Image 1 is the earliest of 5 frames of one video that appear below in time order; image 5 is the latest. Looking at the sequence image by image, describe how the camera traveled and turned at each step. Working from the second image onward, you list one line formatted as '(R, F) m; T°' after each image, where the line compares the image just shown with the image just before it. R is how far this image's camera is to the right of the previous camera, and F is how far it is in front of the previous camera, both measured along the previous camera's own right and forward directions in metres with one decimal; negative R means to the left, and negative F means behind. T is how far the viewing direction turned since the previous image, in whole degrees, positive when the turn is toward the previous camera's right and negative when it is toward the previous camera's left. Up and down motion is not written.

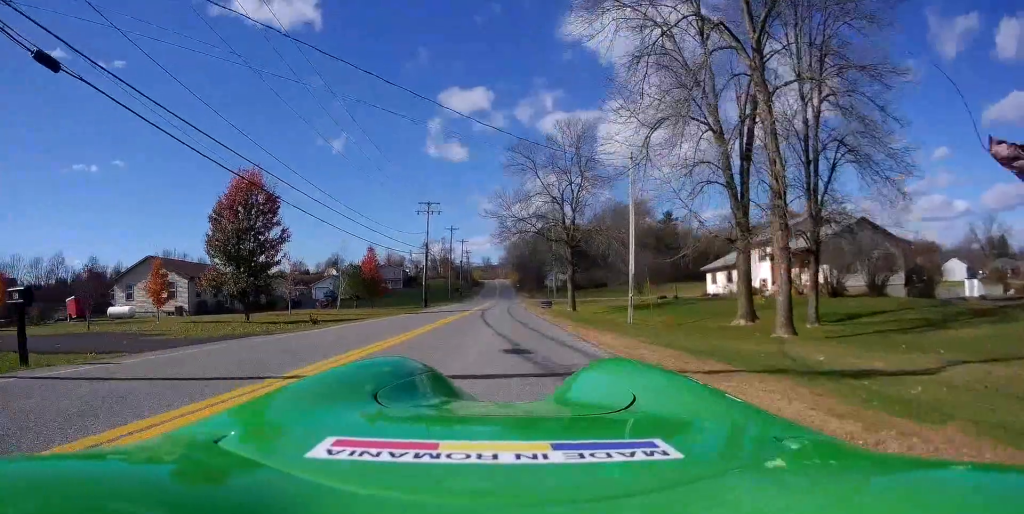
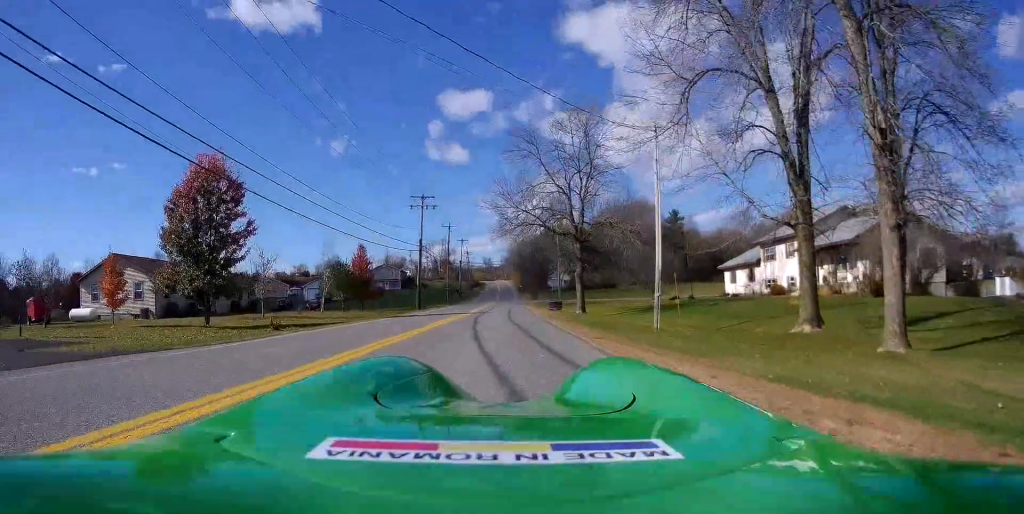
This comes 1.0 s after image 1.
(-0.3, +5.4) m; -5°
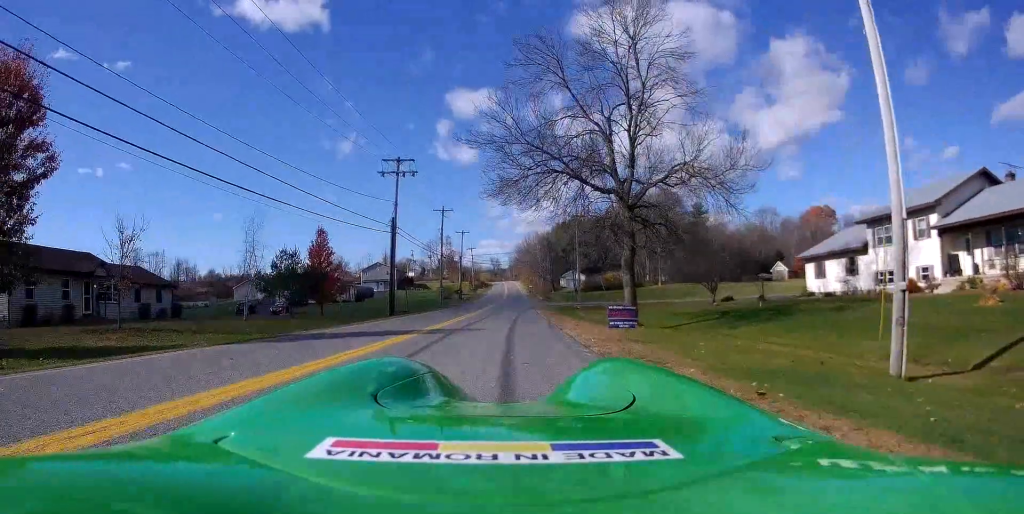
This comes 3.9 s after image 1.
(+0.5, +16.7) m; 0°
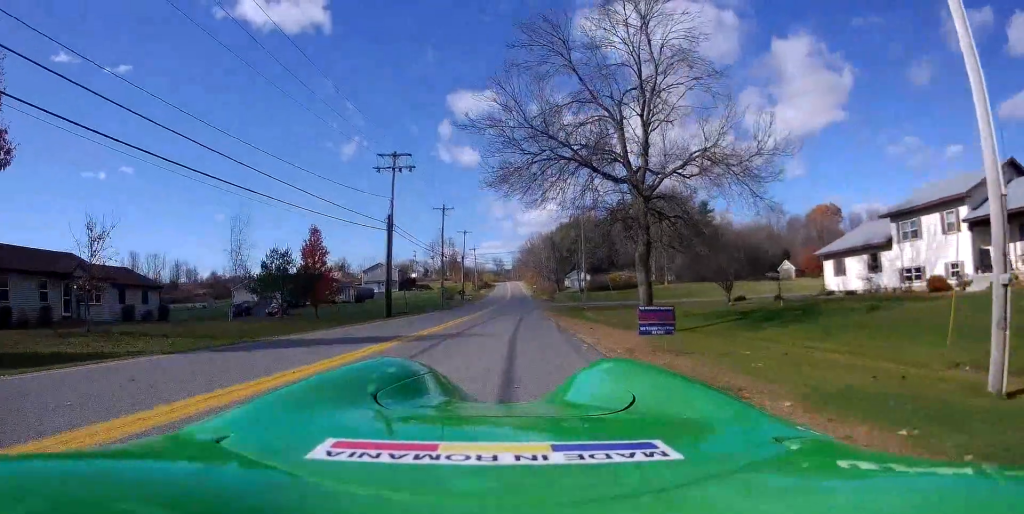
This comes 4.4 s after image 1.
(-0.2, +2.6) m; 0°
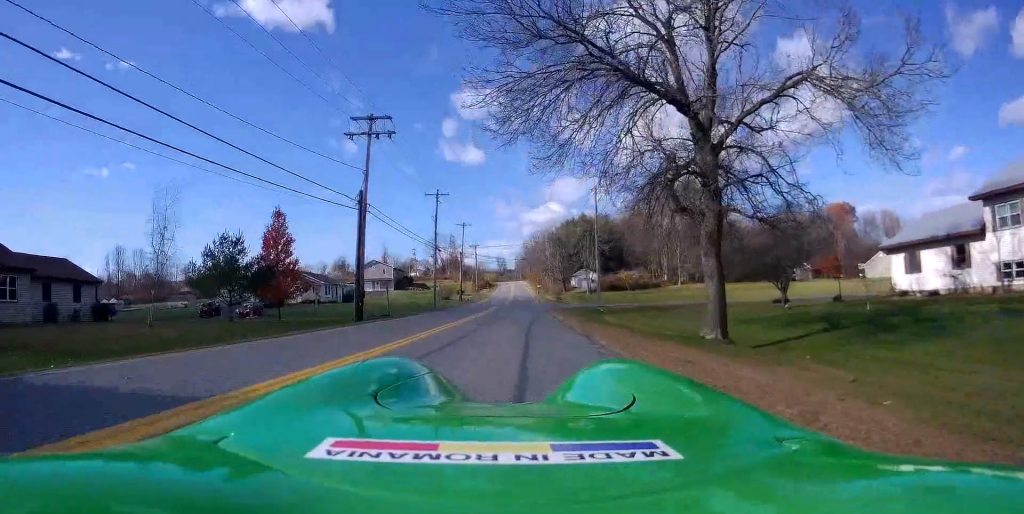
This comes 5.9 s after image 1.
(+0.2, +8.5) m; 0°
